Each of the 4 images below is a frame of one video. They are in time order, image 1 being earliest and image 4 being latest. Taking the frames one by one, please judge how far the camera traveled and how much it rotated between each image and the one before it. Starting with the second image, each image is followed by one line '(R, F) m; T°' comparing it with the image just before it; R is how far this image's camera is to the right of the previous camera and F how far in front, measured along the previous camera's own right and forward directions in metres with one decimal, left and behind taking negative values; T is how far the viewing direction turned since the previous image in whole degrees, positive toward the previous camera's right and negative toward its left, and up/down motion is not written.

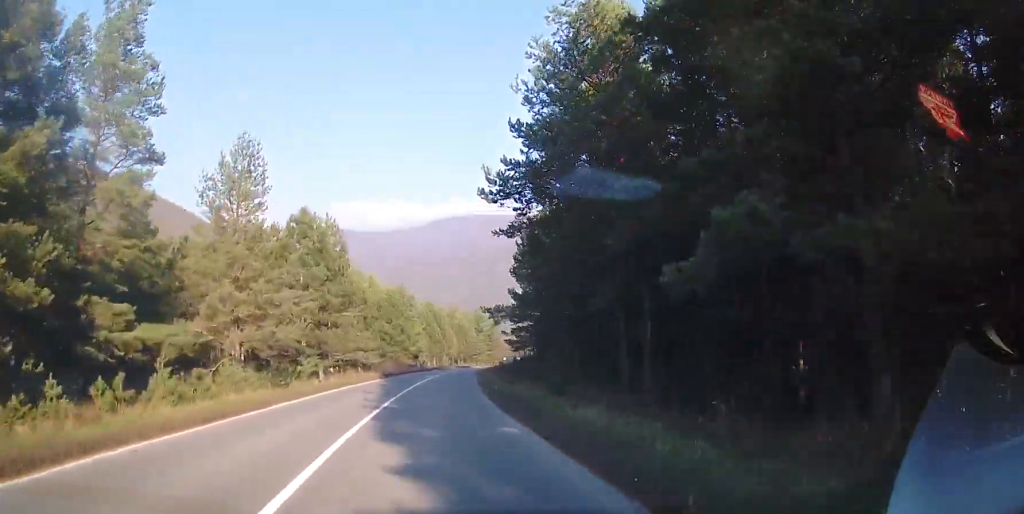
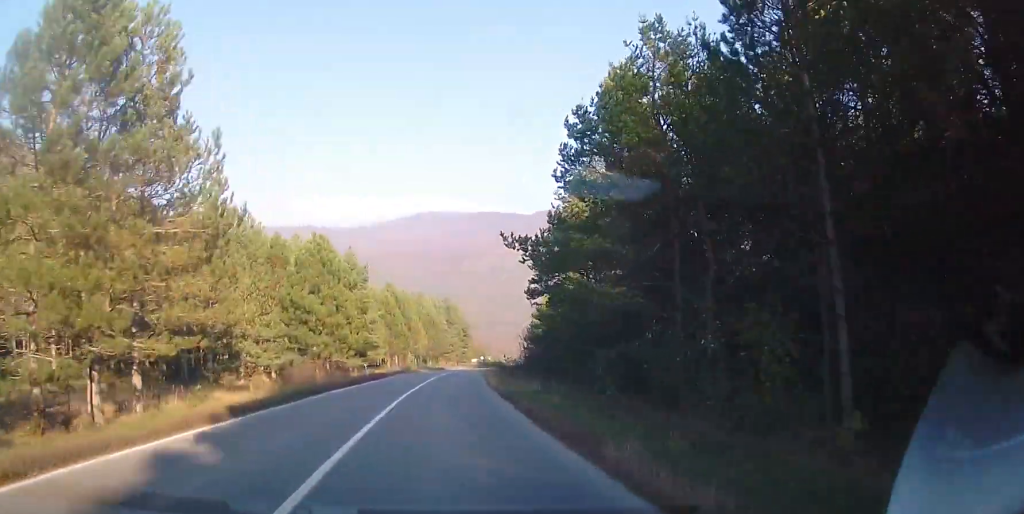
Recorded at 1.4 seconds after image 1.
(+0.8, +29.0) m; +2°
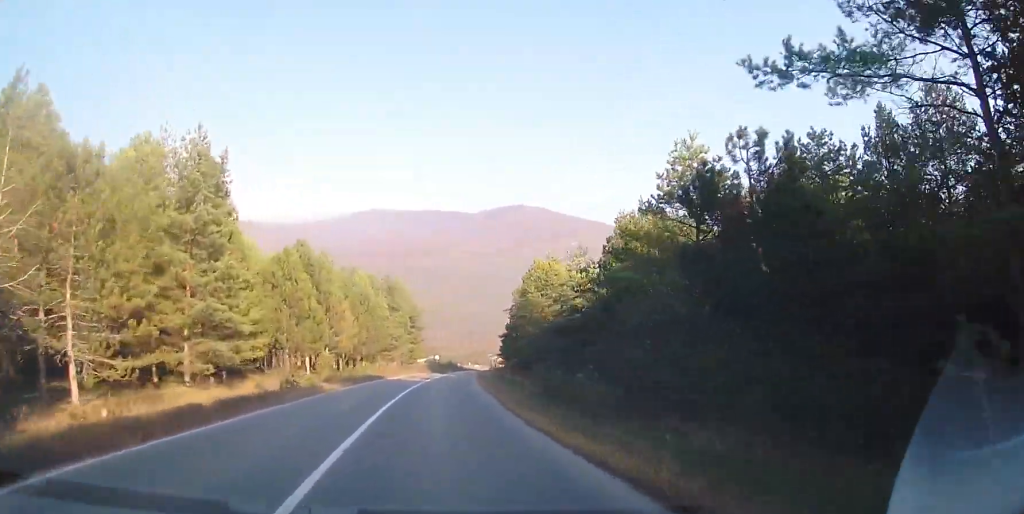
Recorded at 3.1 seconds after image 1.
(+1.1, +36.9) m; +5°
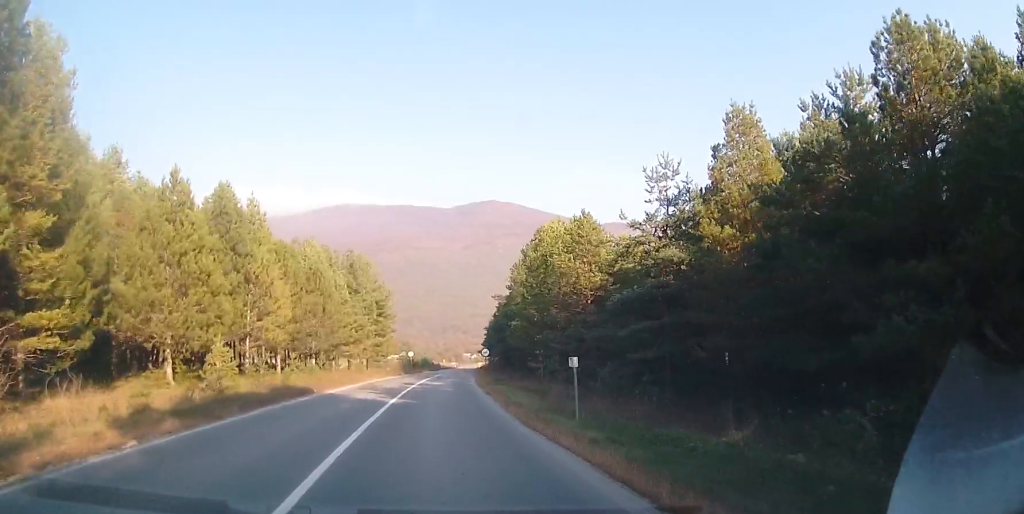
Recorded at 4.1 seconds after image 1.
(+0.4, +20.6) m; +3°
